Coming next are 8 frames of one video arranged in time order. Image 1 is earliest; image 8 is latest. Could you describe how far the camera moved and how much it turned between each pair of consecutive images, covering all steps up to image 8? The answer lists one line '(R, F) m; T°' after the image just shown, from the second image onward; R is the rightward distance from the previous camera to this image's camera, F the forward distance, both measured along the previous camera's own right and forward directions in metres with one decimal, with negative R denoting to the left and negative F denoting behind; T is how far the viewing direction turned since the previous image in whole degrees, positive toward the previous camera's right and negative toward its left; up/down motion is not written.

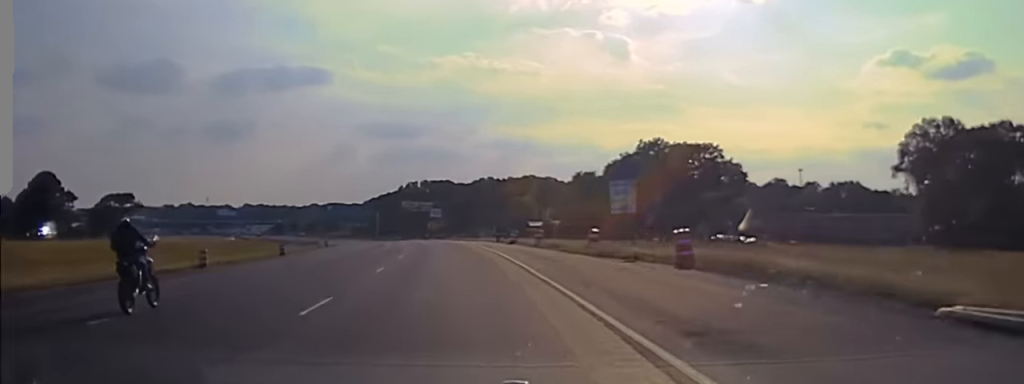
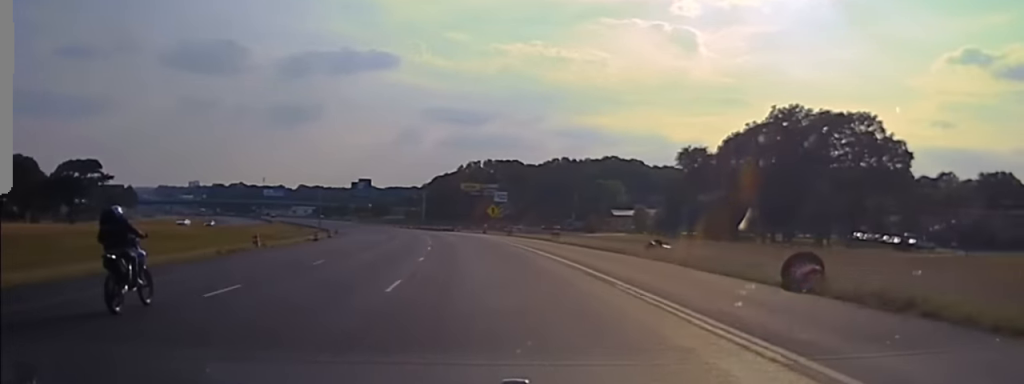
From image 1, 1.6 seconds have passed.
(-2.1, +57.1) m; -4°
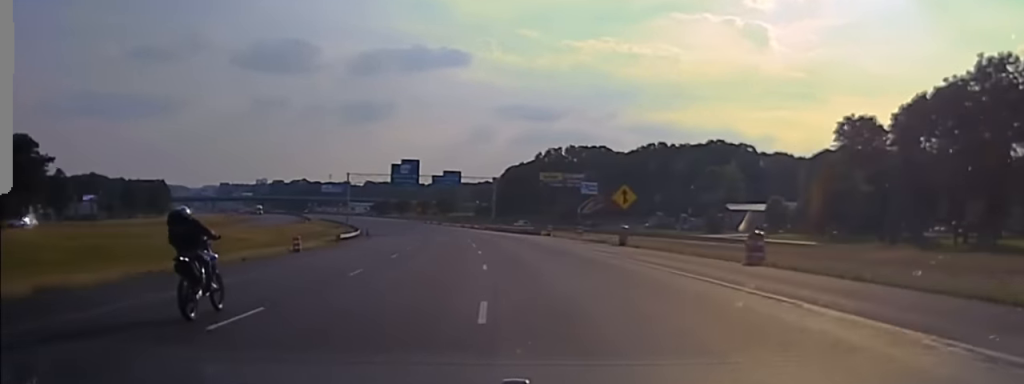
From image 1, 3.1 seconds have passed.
(-0.8, +58.0) m; -2°
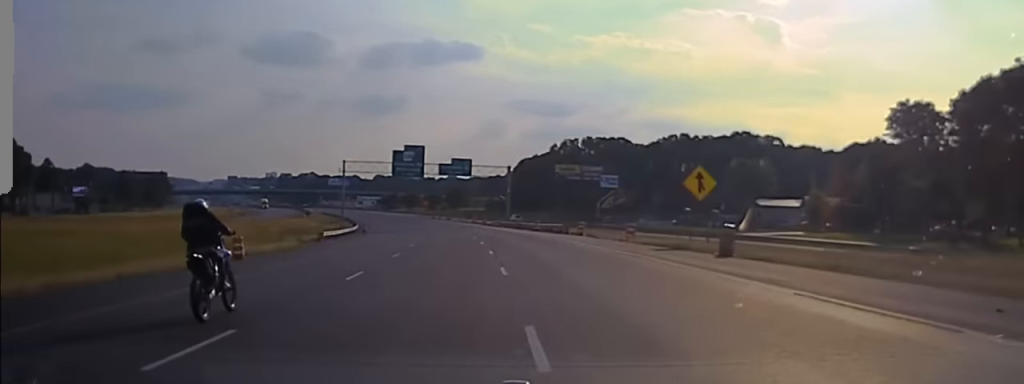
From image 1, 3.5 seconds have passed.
(-0.1, +15.9) m; -1°
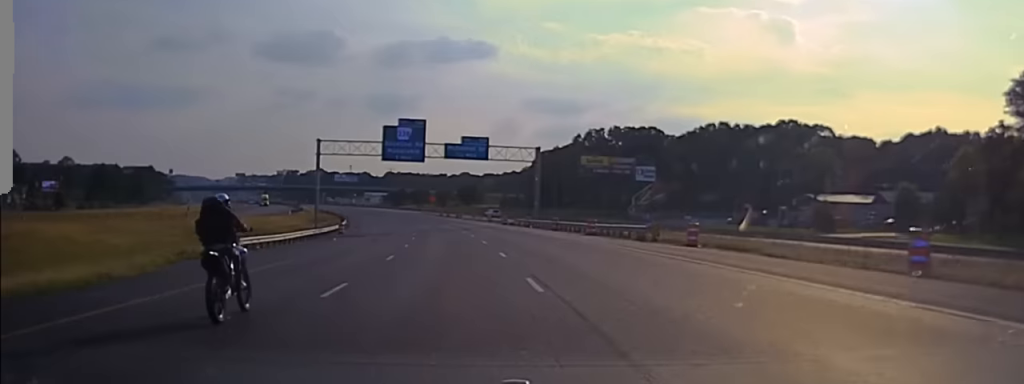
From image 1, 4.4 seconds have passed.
(-0.5, +29.3) m; -2°
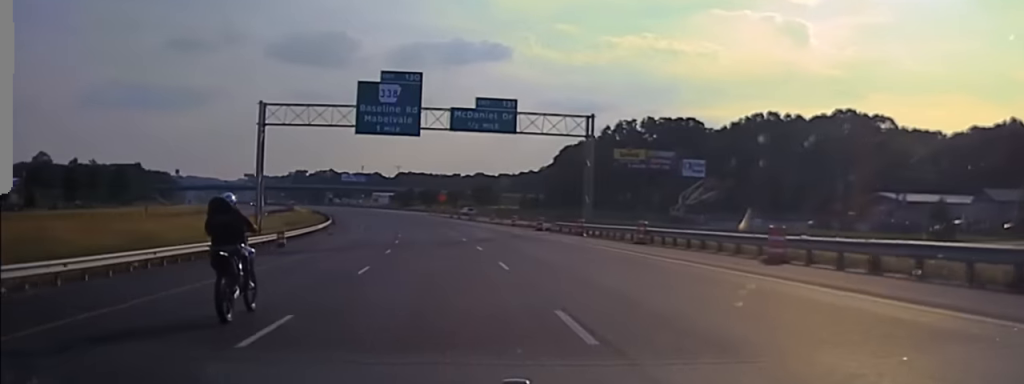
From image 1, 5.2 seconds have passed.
(-0.8, +30.4) m; -2°
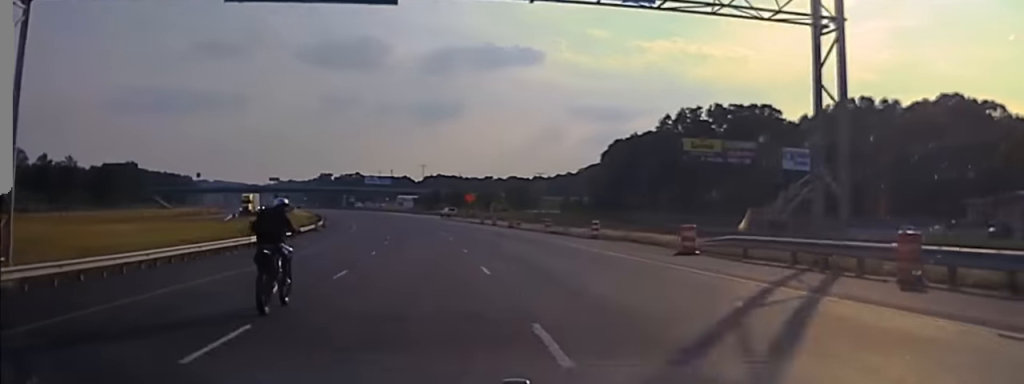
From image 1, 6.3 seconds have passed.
(-0.6, +42.5) m; -2°
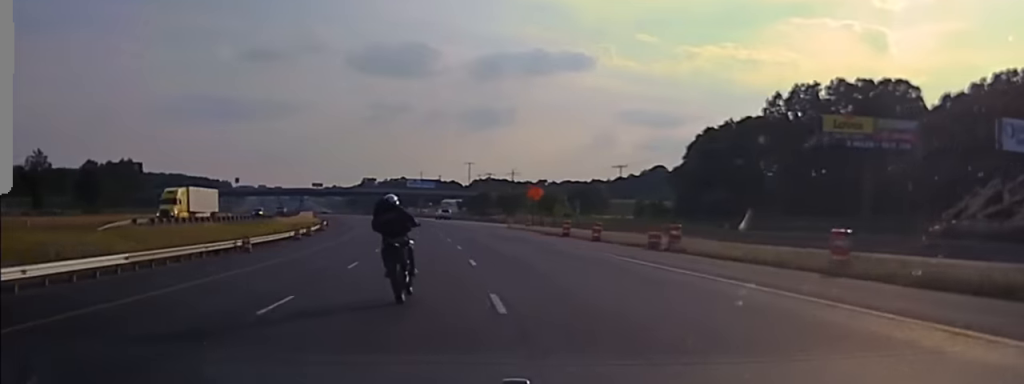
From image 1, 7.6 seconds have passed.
(-1.4, +44.8) m; -2°
